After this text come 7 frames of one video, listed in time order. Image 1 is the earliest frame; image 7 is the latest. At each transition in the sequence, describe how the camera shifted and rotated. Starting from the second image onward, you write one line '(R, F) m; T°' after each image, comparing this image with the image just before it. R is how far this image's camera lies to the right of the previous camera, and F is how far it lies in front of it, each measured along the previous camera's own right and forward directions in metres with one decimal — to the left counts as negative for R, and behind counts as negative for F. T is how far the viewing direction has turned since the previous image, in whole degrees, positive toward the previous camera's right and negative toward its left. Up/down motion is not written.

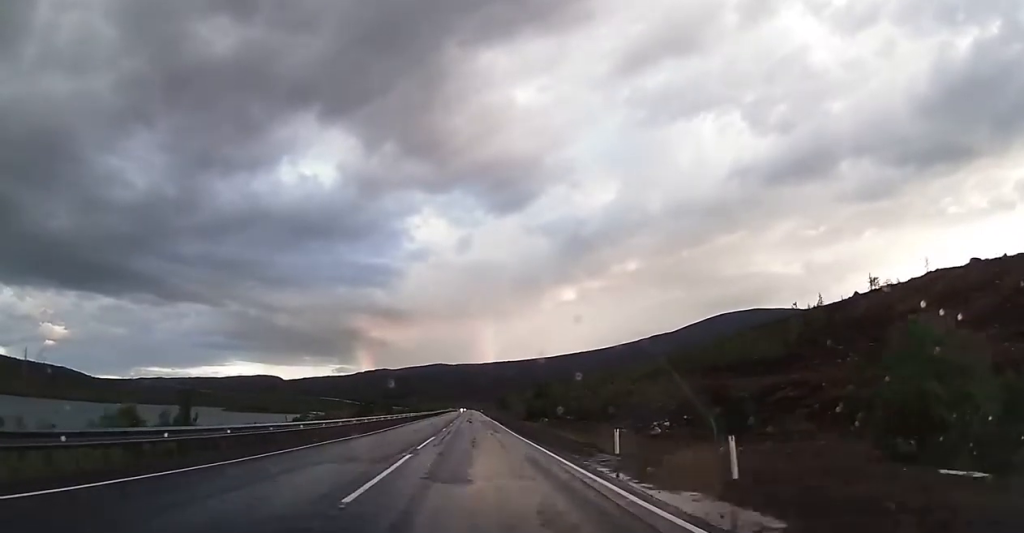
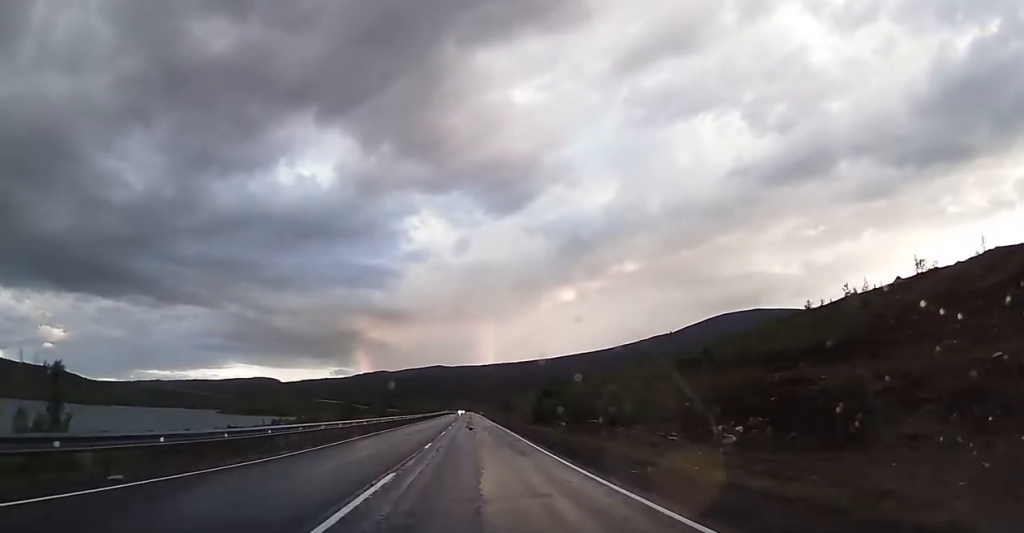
(-0.2, +16.3) m; 0°
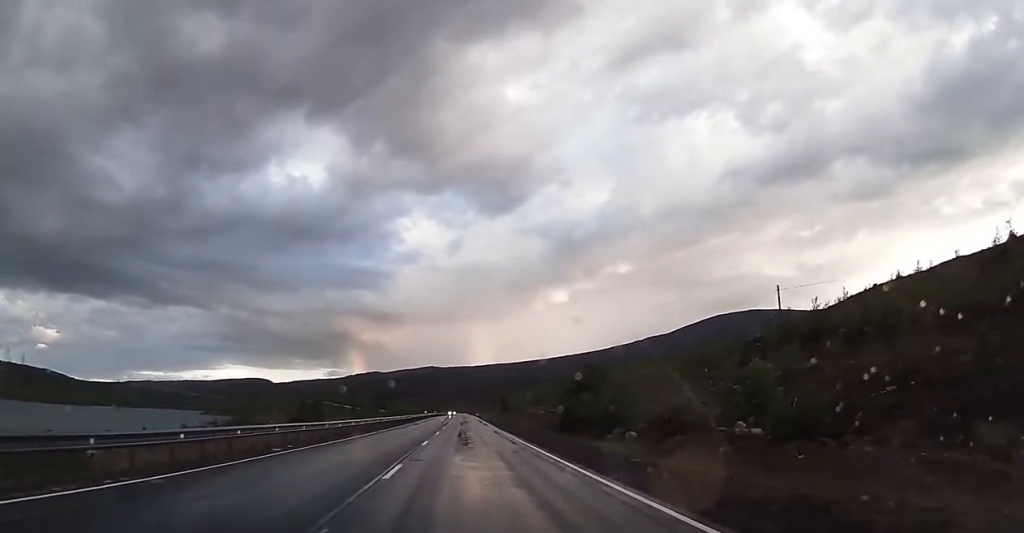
(+0.1, +34.5) m; 0°
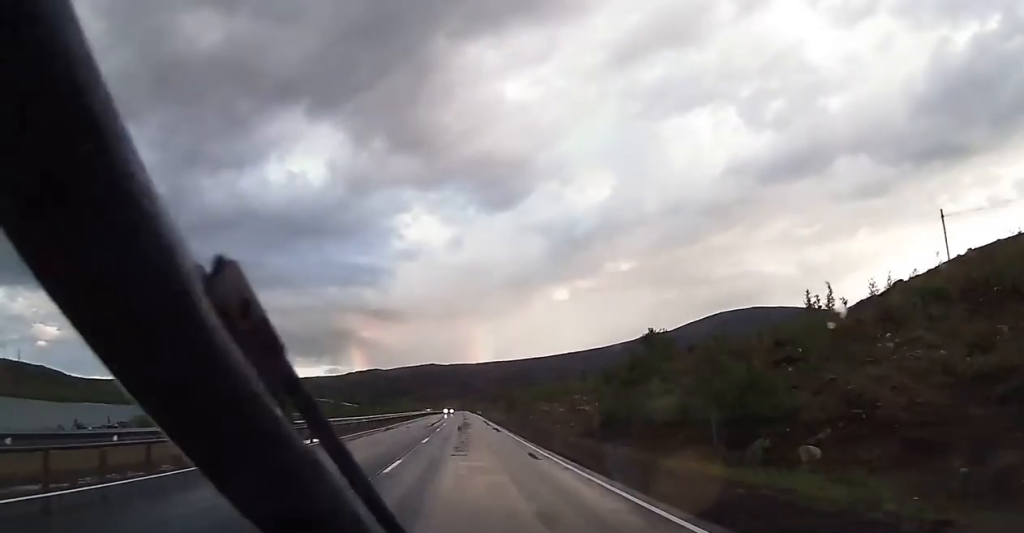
(0.0, +23.0) m; 0°
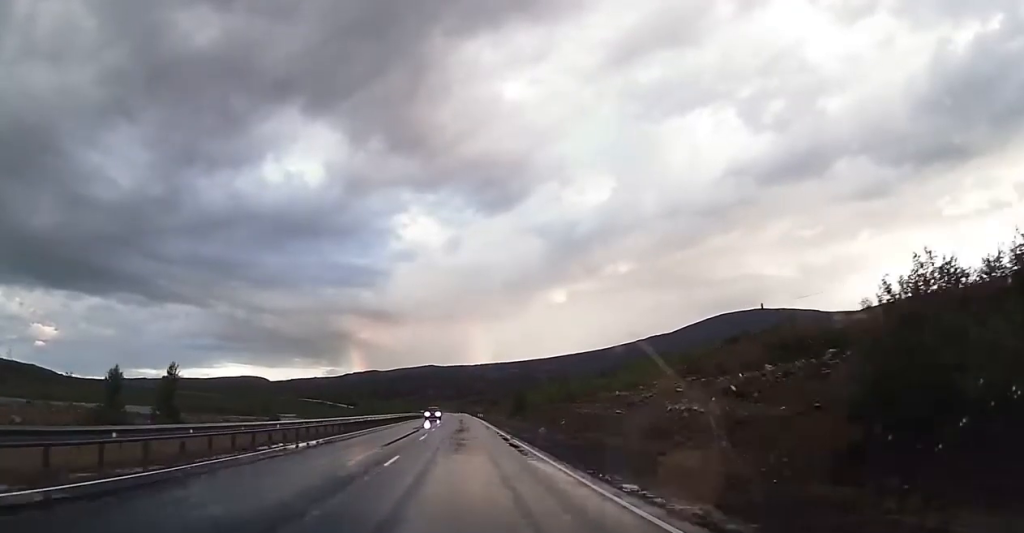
(+0.1, +35.4) m; 0°
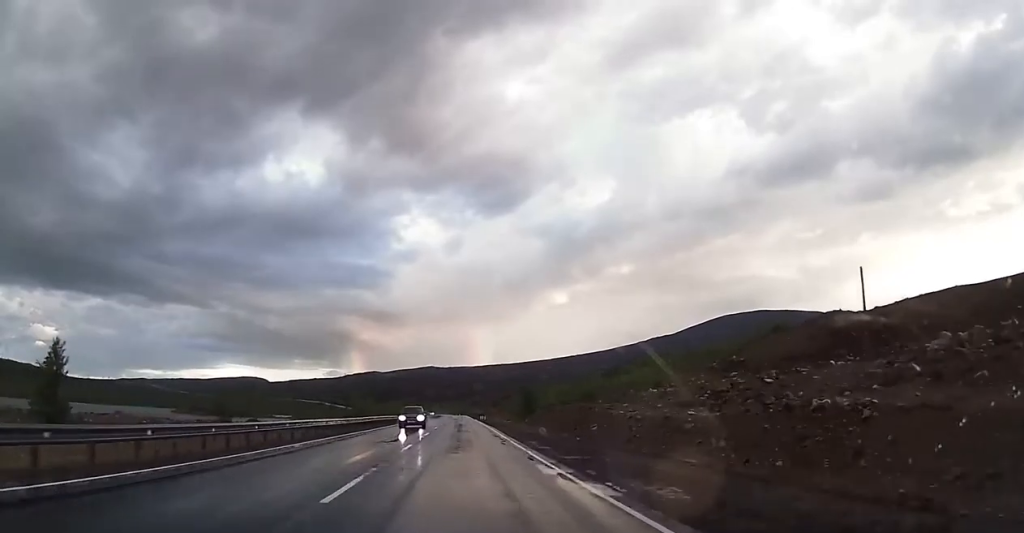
(-0.1, +18.3) m; 0°
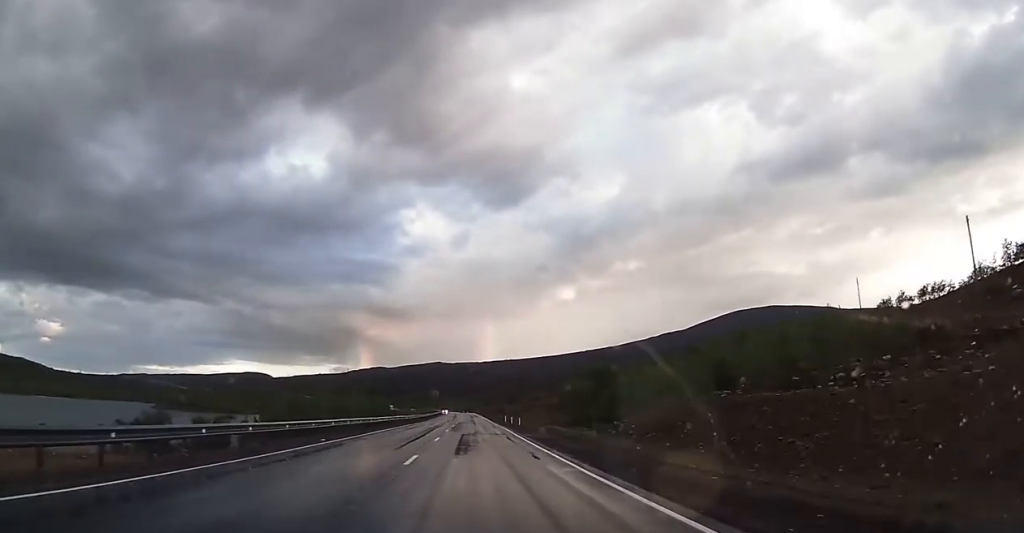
(-0.2, +66.1) m; 0°
